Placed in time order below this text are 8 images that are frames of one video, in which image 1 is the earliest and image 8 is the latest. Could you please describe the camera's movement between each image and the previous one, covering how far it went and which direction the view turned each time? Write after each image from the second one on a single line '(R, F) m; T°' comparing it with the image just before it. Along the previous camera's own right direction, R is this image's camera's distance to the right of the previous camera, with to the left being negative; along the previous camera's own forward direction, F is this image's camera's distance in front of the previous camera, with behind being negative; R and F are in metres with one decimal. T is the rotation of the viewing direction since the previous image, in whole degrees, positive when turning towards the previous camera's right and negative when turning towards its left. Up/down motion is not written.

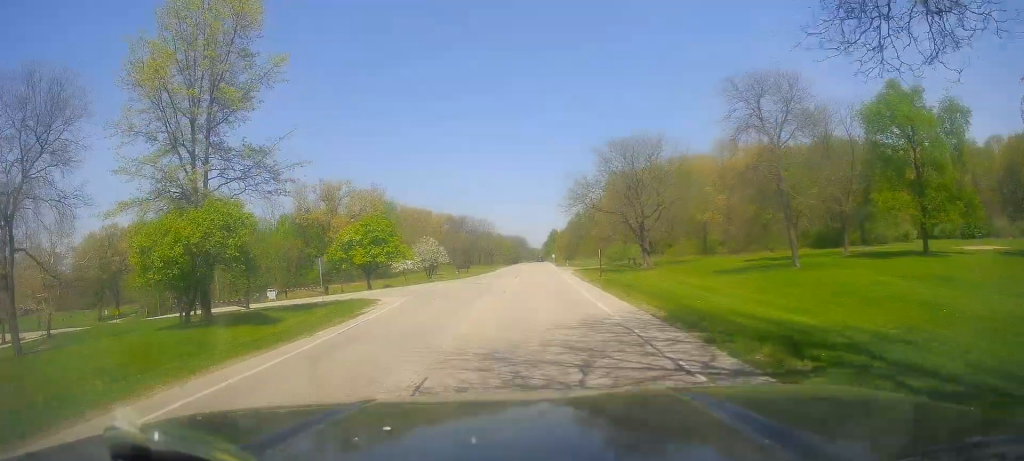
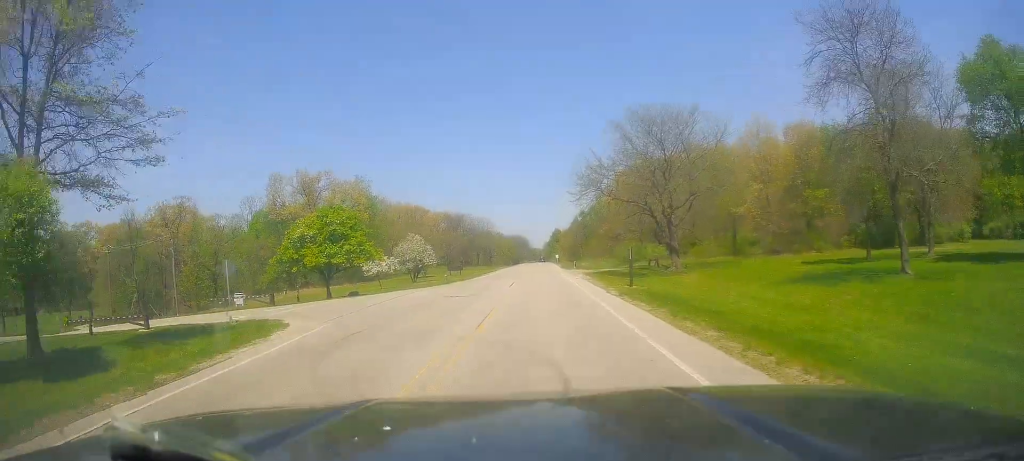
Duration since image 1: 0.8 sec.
(-0.3, +12.5) m; -1°
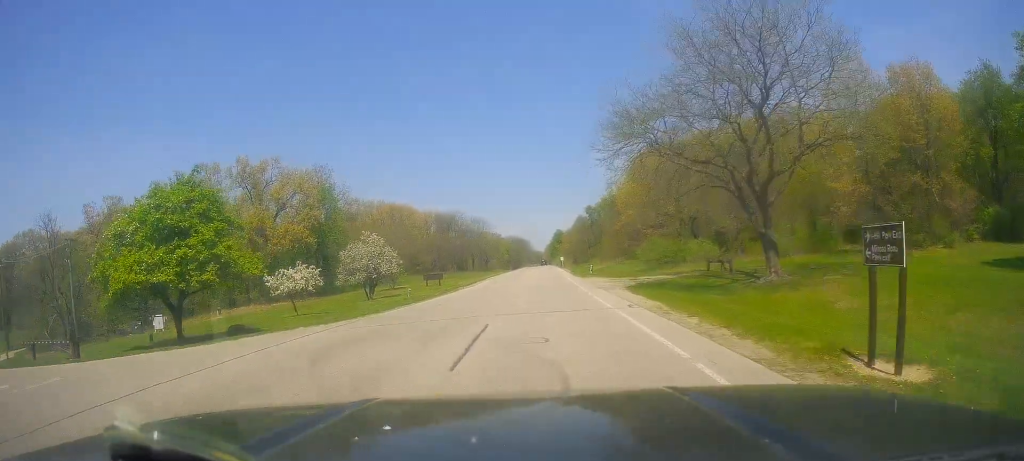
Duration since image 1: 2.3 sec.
(-0.2, +21.8) m; -1°
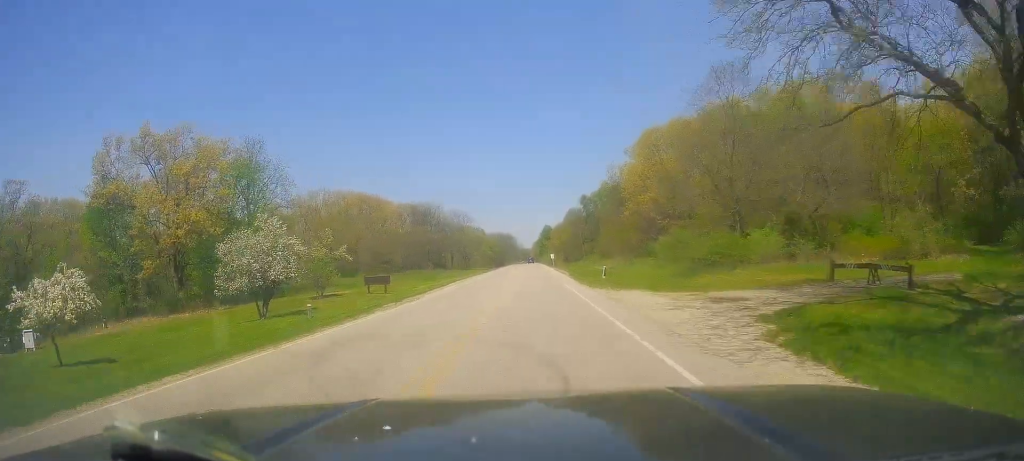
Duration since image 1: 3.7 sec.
(+0.7, +20.1) m; +4°
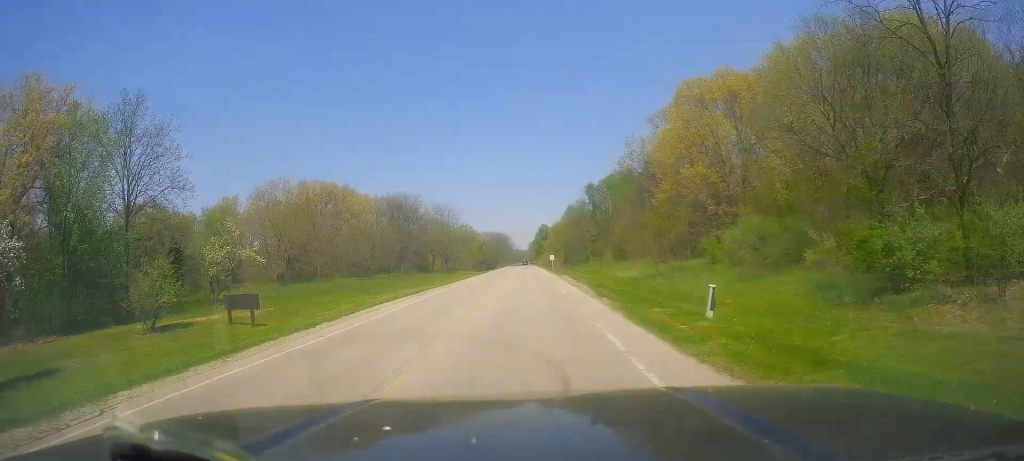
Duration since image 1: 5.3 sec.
(-0.7, +24.5) m; -4°
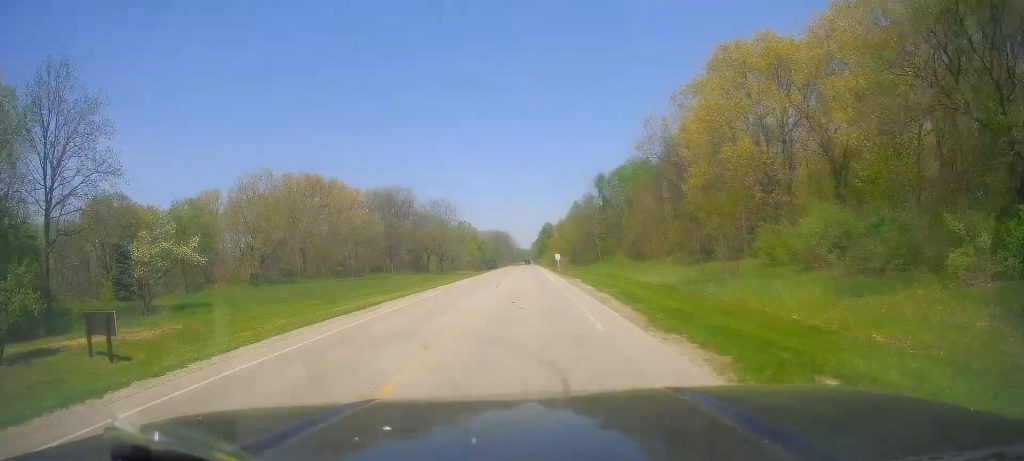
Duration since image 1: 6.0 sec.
(-0.3, +11.0) m; 0°
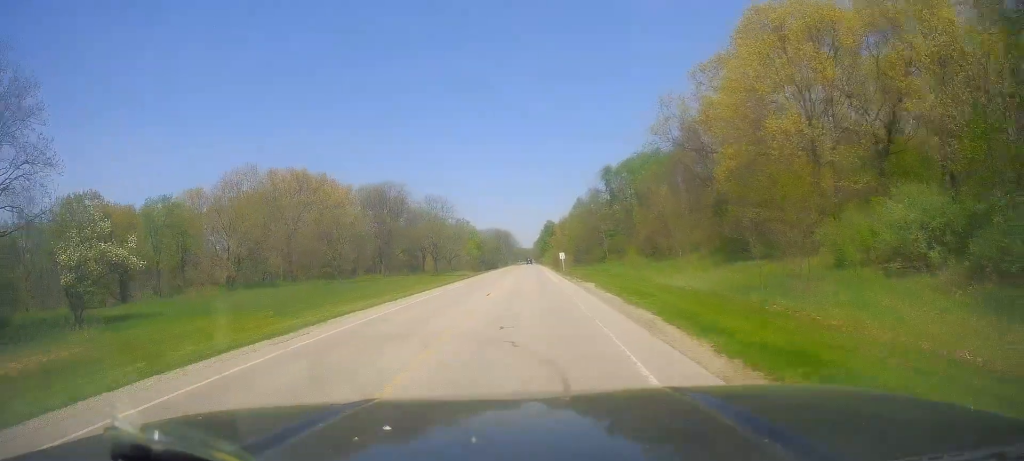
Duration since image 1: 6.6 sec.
(+0.2, +8.1) m; +2°
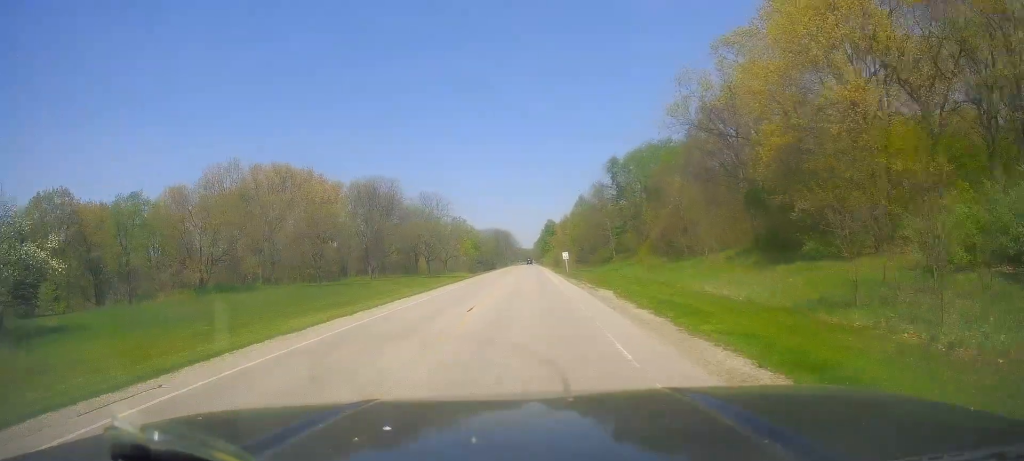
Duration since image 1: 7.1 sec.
(+0.1, +7.6) m; +1°
